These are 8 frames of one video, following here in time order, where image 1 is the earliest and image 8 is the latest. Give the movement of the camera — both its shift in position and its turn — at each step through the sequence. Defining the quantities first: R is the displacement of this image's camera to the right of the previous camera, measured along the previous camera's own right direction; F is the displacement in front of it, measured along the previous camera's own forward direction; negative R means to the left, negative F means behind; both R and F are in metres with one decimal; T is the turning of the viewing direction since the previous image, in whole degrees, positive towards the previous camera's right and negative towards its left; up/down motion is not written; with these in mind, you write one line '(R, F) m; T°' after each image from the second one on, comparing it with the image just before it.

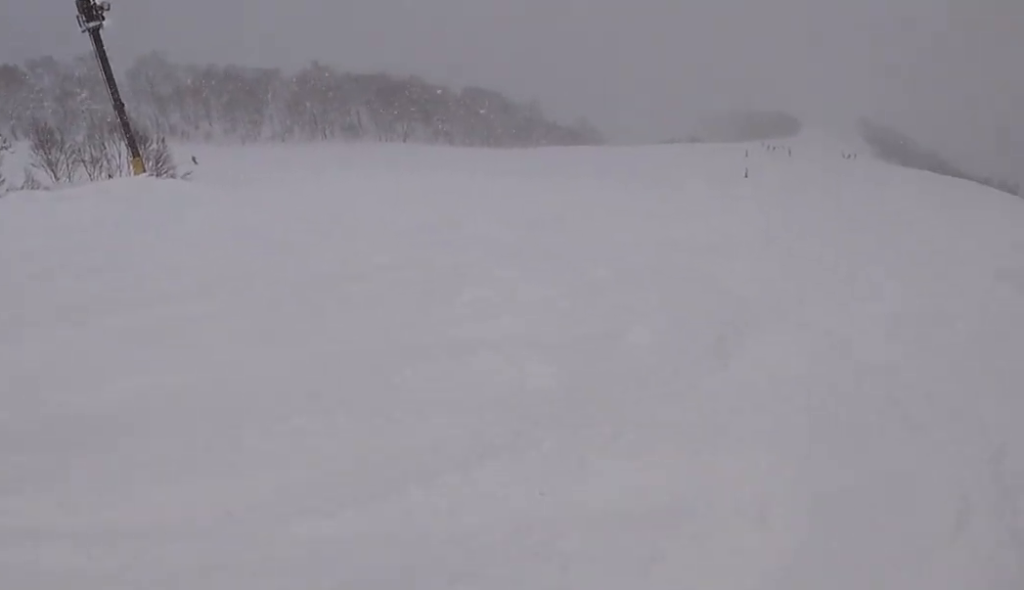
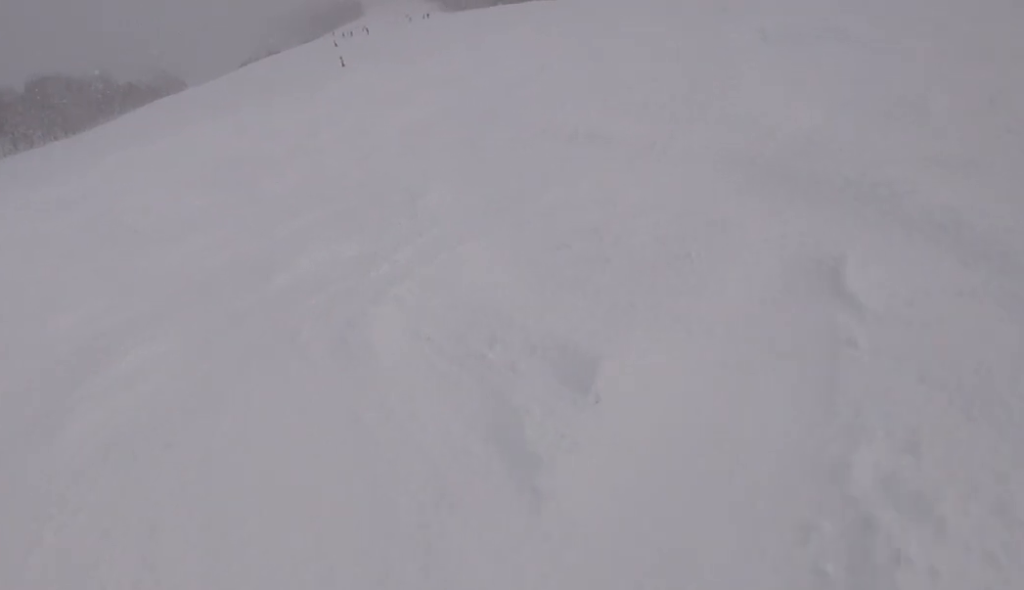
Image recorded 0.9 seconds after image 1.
(+1.4, +4.8) m; +30°
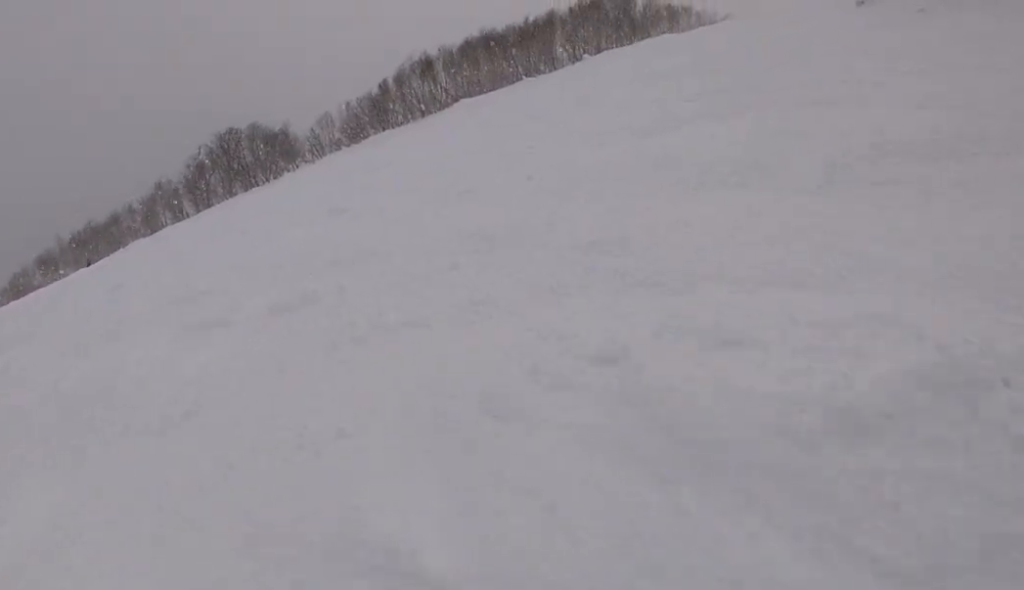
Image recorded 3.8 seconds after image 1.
(+10.4, +13.9) m; +60°
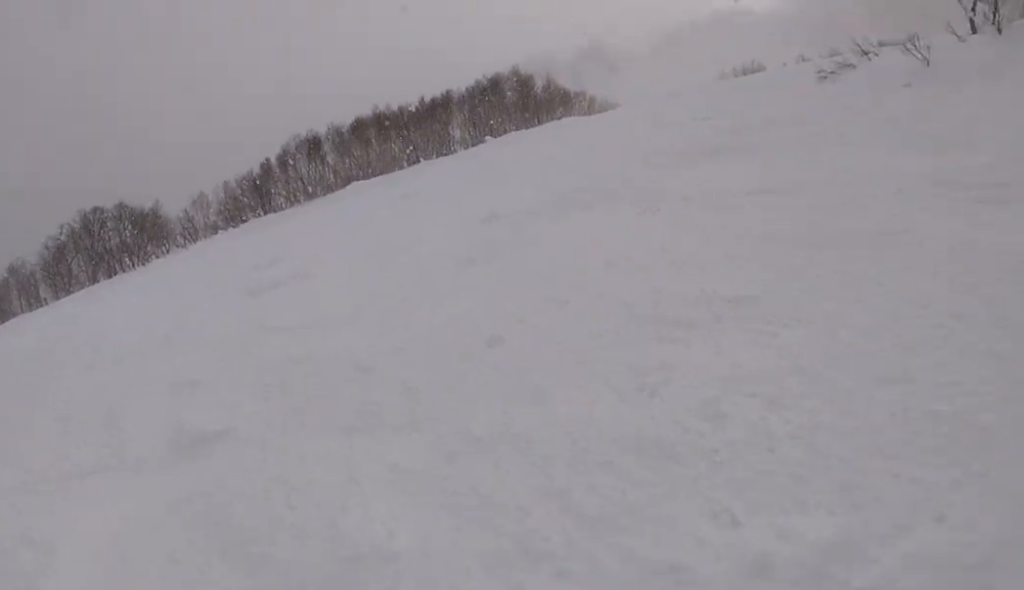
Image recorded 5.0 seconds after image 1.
(+0.8, +6.6) m; +2°
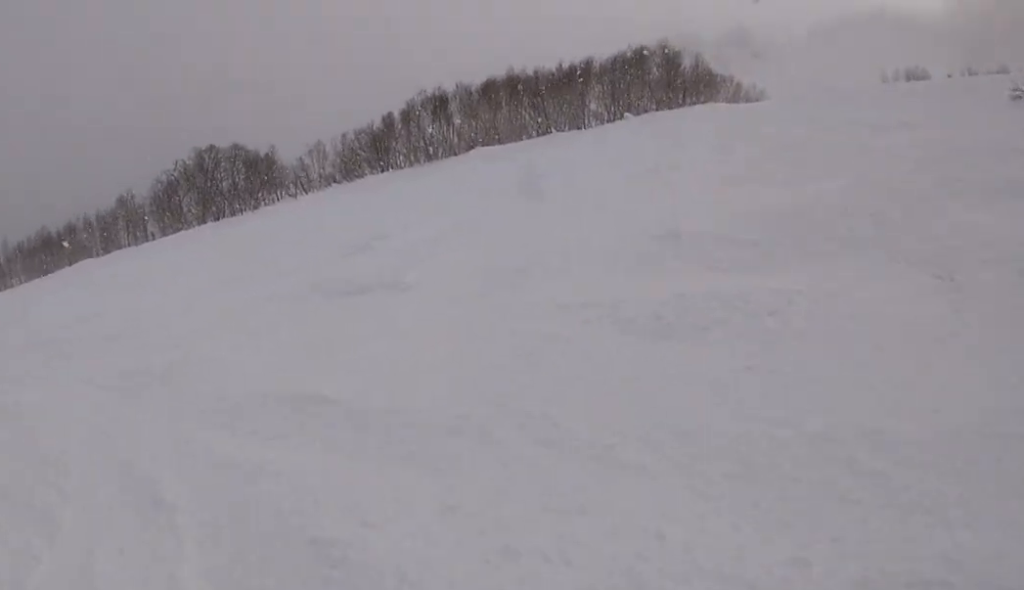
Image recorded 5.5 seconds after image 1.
(+0.4, +2.8) m; -11°
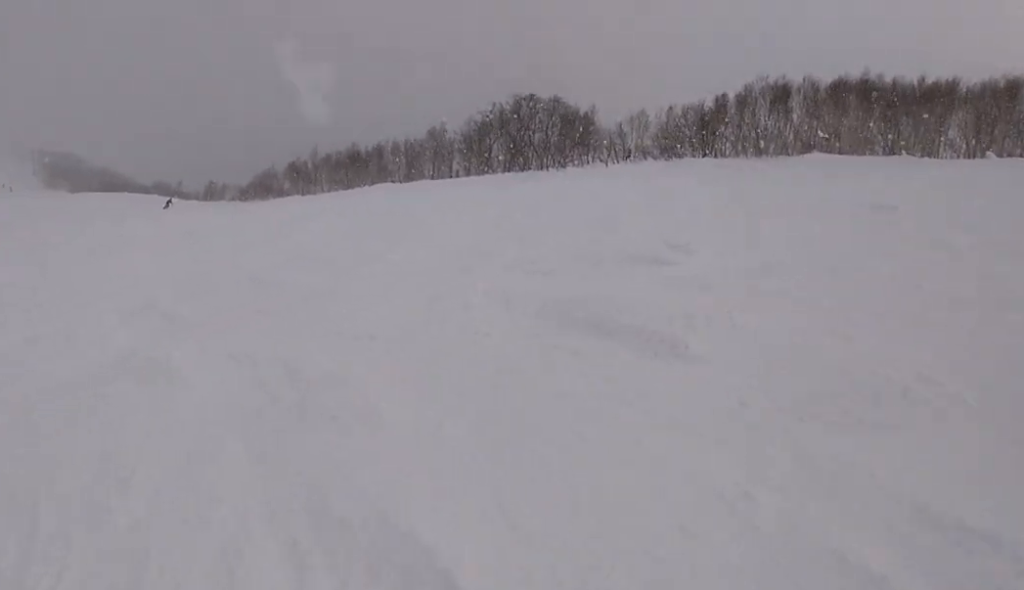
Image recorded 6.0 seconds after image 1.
(-0.7, +2.5) m; -23°
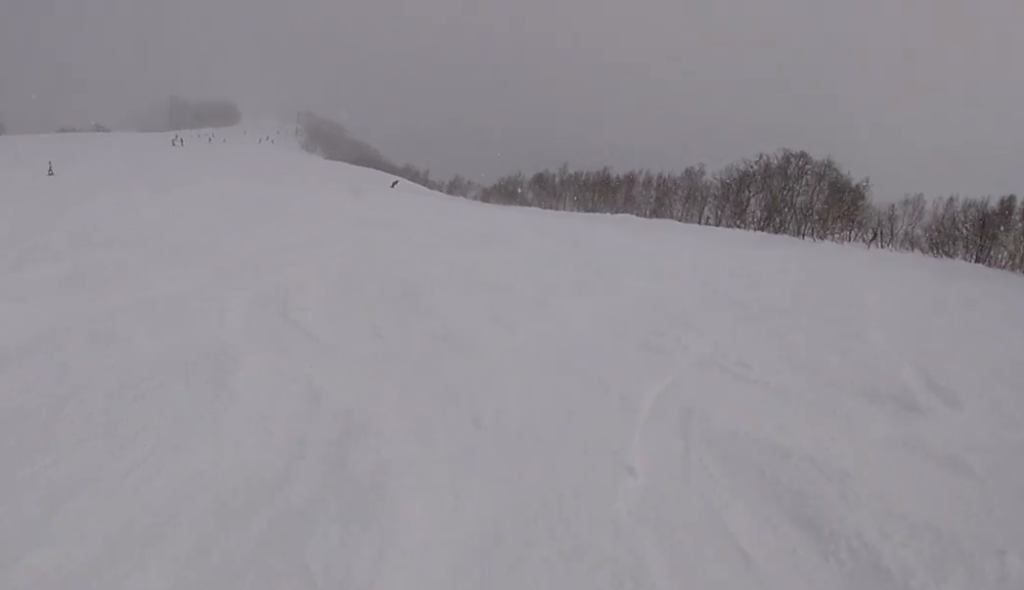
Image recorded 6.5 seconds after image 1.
(0.0, +2.2) m; -20°
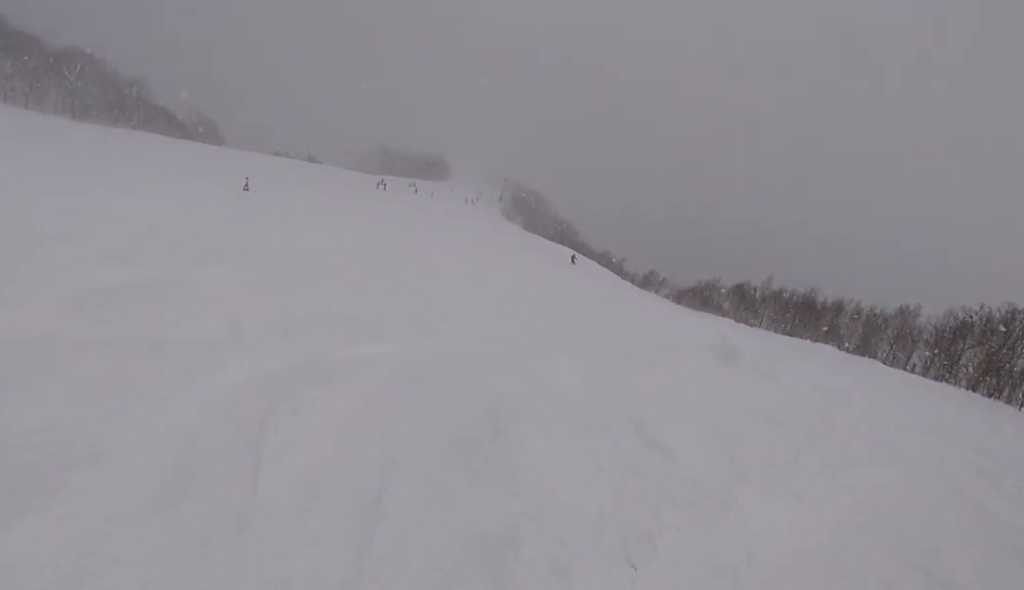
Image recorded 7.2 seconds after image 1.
(-1.5, +2.9) m; -28°
